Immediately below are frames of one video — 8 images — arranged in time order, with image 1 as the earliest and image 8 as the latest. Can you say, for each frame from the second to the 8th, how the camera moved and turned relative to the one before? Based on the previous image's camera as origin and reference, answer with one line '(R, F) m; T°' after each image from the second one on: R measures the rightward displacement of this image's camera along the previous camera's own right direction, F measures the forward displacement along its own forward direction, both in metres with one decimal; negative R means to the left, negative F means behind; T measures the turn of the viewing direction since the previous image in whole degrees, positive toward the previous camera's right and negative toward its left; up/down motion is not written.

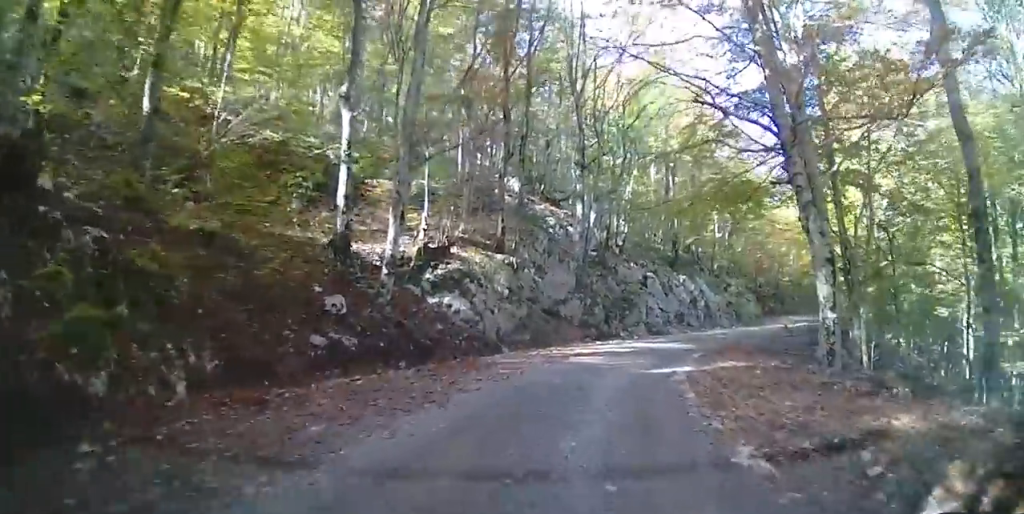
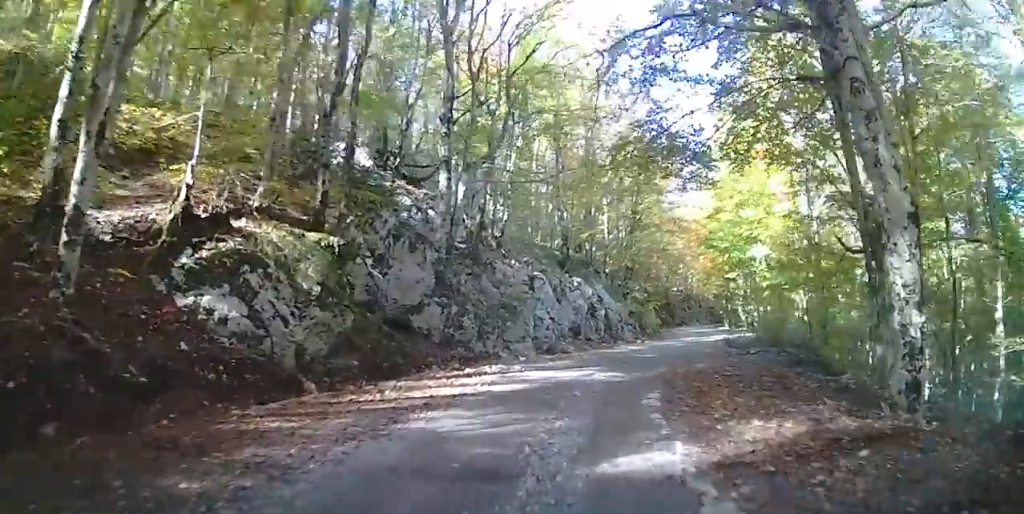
(+1.4, +6.4) m; +8°
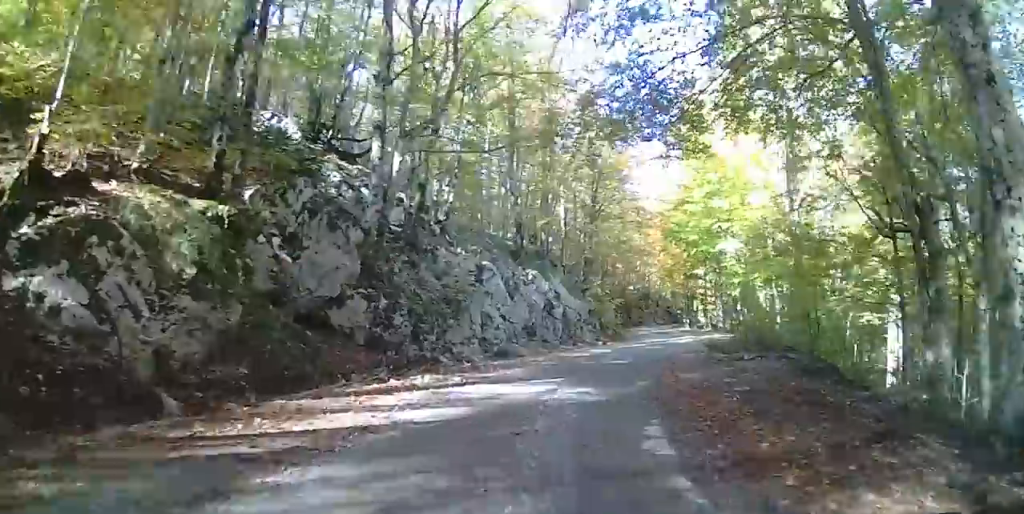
(-0.1, +2.6) m; -3°
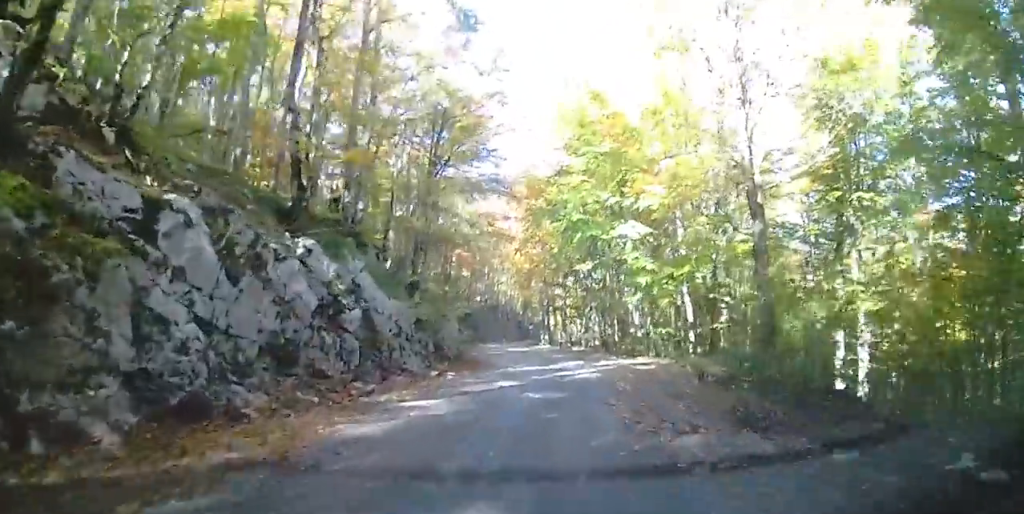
(+0.5, +8.7) m; +20°
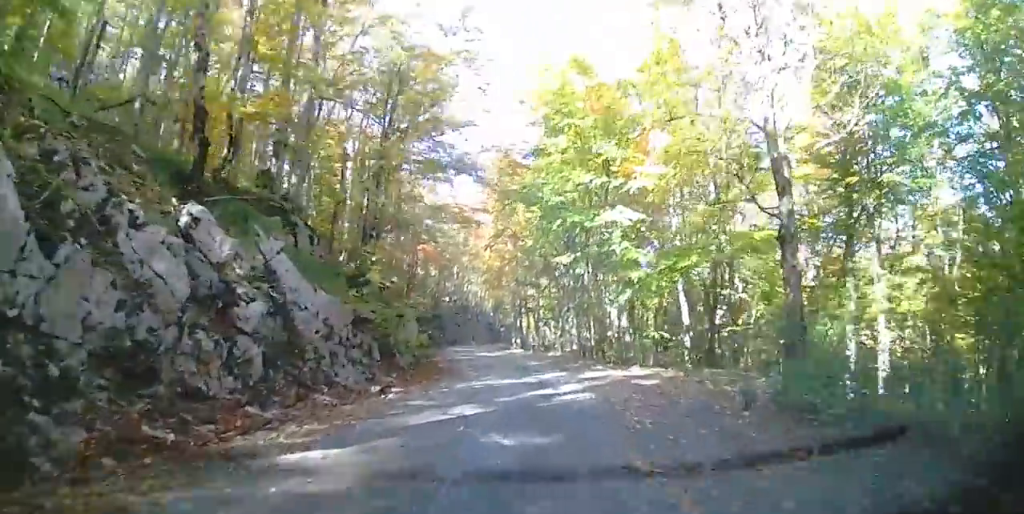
(+0.1, +2.6) m; +11°
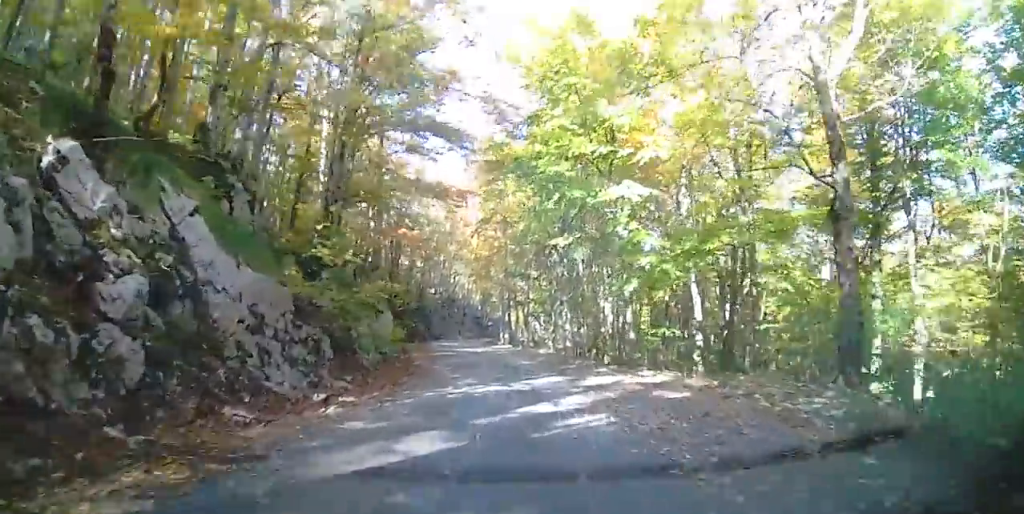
(+0.6, +2.4) m; +3°
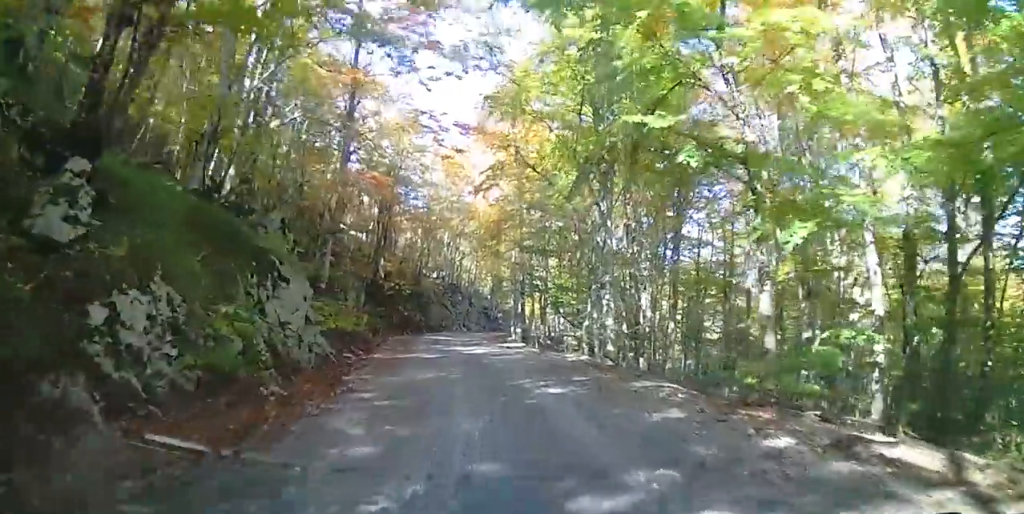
(+0.1, +9.4) m; -3°
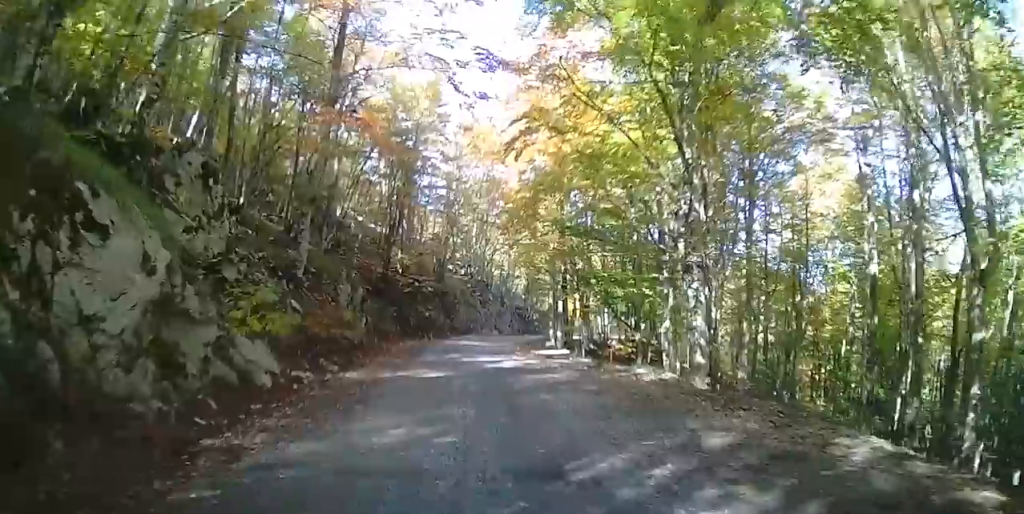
(0.0, +6.9) m; 0°
